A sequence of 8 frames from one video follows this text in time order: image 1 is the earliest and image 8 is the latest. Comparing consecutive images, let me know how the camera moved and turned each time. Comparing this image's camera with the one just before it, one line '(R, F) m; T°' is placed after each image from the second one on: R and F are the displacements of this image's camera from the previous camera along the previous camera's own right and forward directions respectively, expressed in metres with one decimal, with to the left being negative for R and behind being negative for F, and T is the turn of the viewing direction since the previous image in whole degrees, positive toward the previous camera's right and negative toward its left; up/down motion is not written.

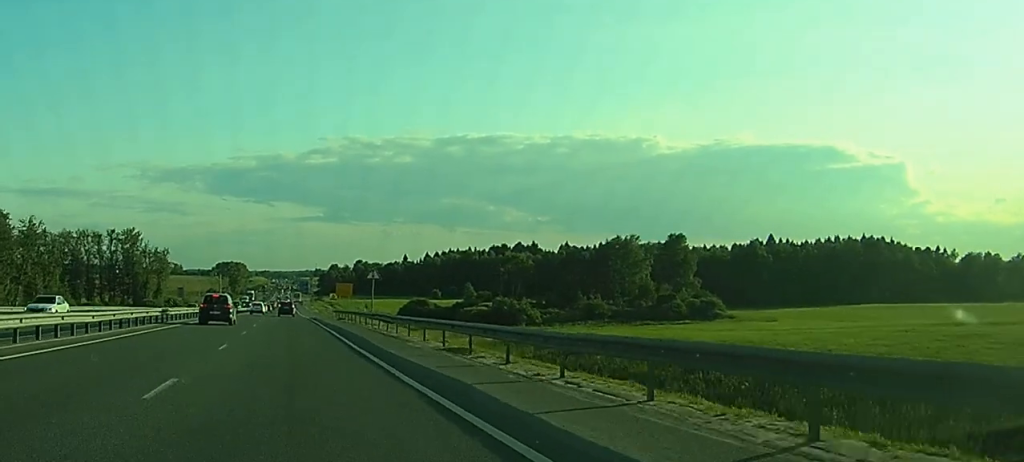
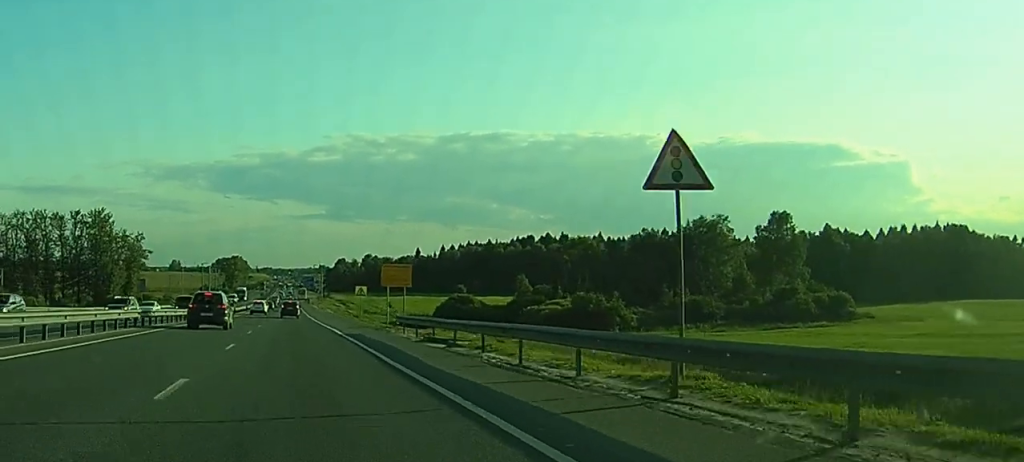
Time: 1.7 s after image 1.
(-0.1, +48.3) m; -2°
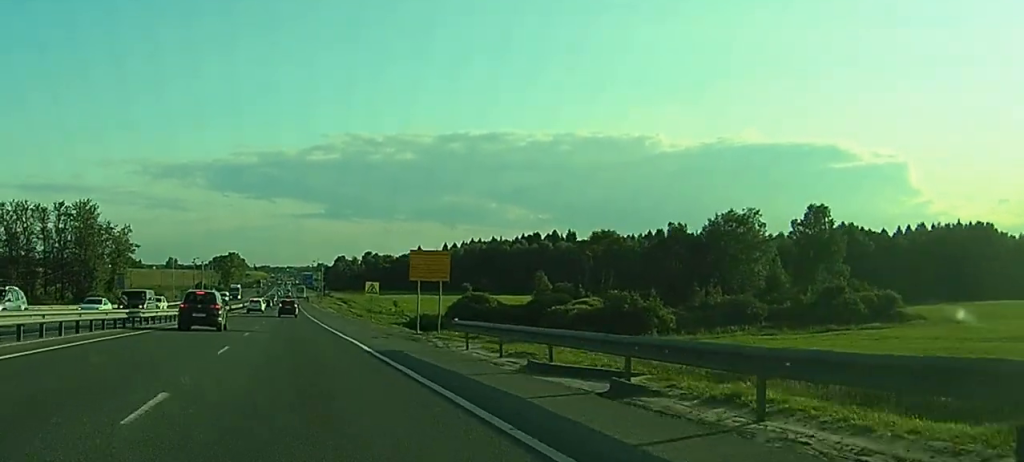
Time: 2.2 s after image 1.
(-0.2, +14.3) m; 0°
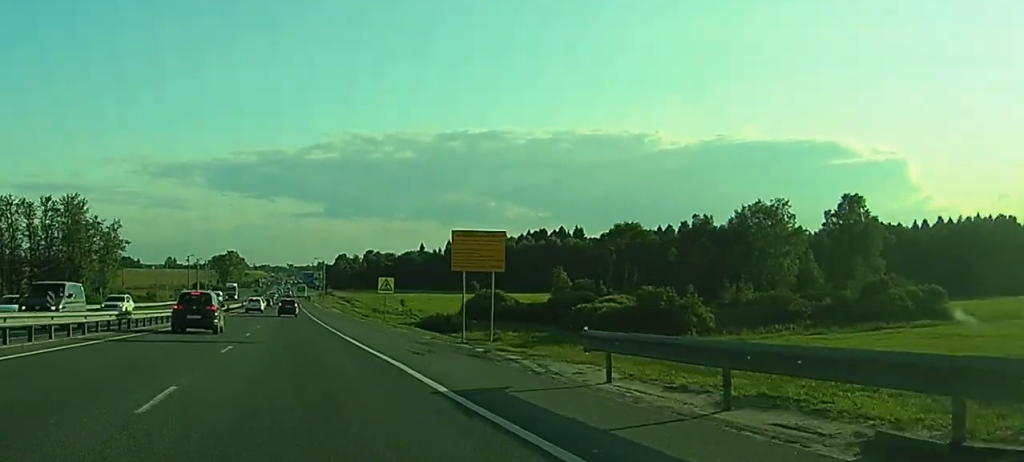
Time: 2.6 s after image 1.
(-0.1, +11.5) m; 0°
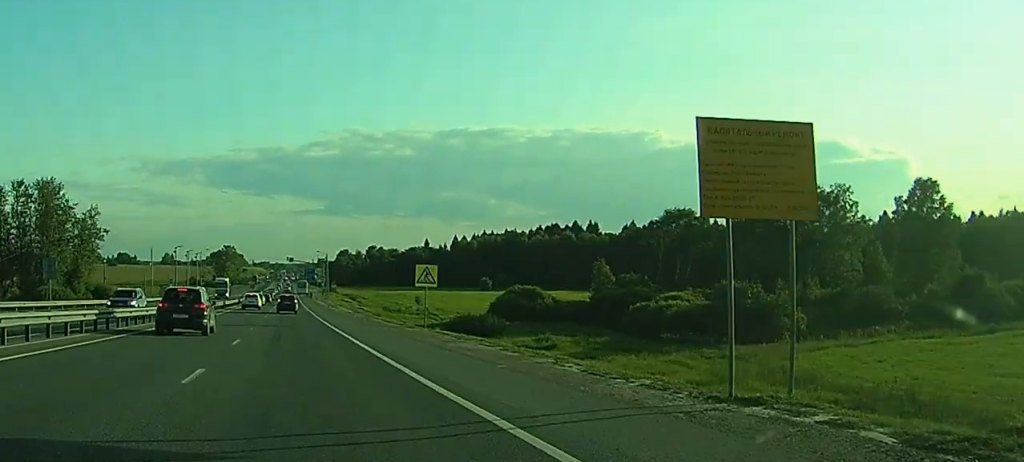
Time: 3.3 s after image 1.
(+0.1, +20.8) m; 0°
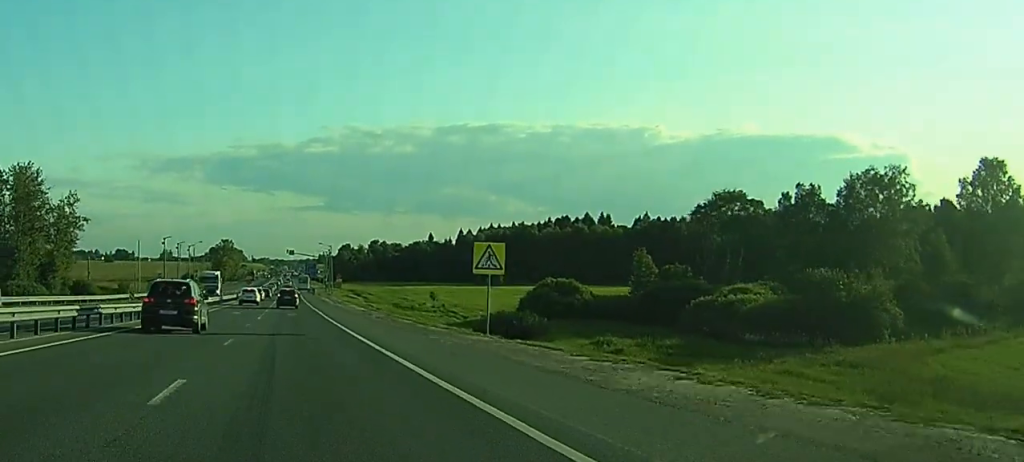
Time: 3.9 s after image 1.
(0.0, +15.9) m; 0°
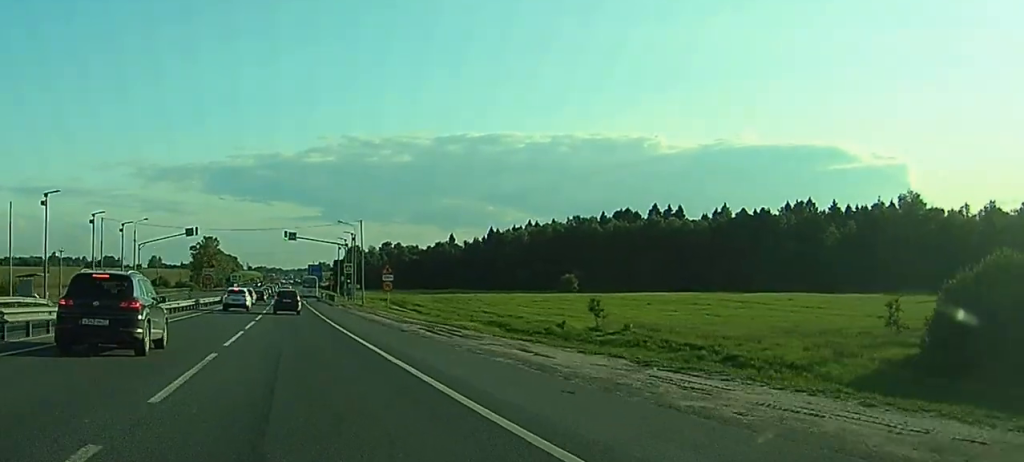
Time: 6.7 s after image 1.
(+0.7, +76.1) m; 0°
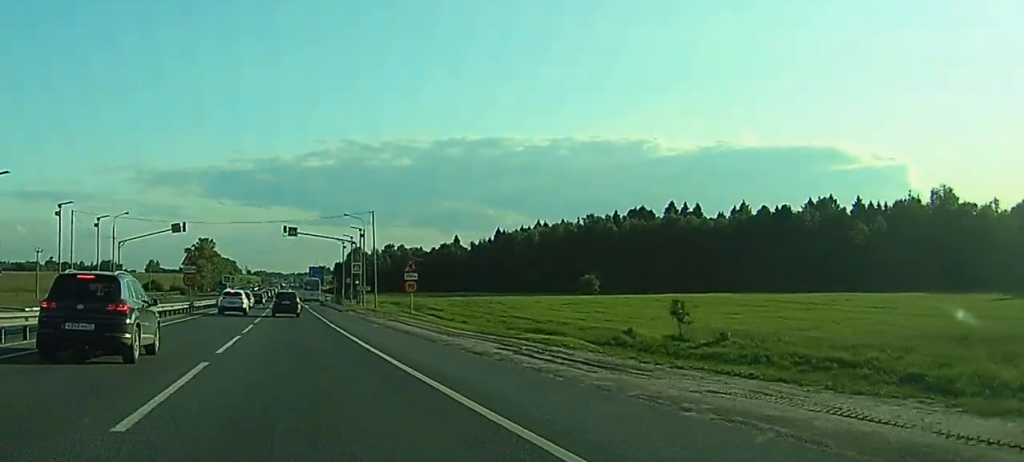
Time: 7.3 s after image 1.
(-0.5, +14.8) m; -1°
